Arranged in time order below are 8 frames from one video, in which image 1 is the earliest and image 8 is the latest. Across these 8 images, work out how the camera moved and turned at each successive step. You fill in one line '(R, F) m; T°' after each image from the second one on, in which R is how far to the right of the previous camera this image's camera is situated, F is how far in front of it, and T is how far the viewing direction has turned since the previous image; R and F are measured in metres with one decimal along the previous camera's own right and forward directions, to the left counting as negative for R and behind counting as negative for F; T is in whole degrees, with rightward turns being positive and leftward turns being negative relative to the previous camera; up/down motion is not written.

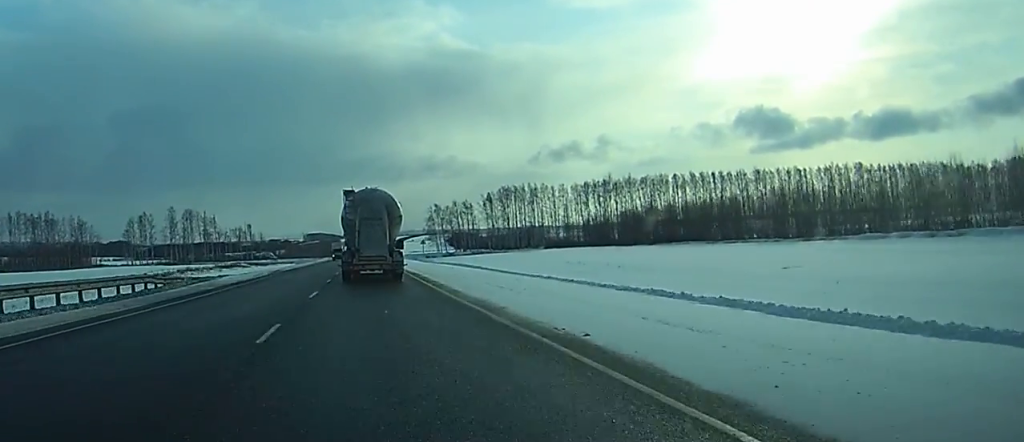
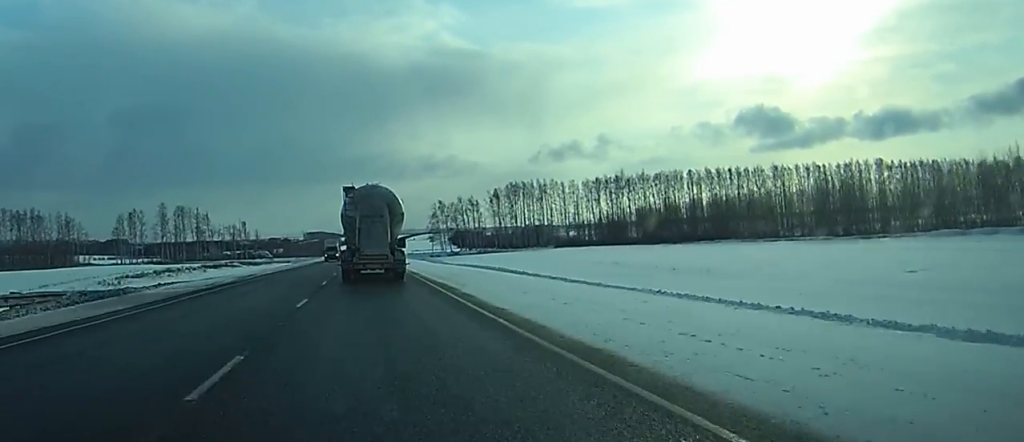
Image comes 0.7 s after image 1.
(0.0, +16.6) m; 0°
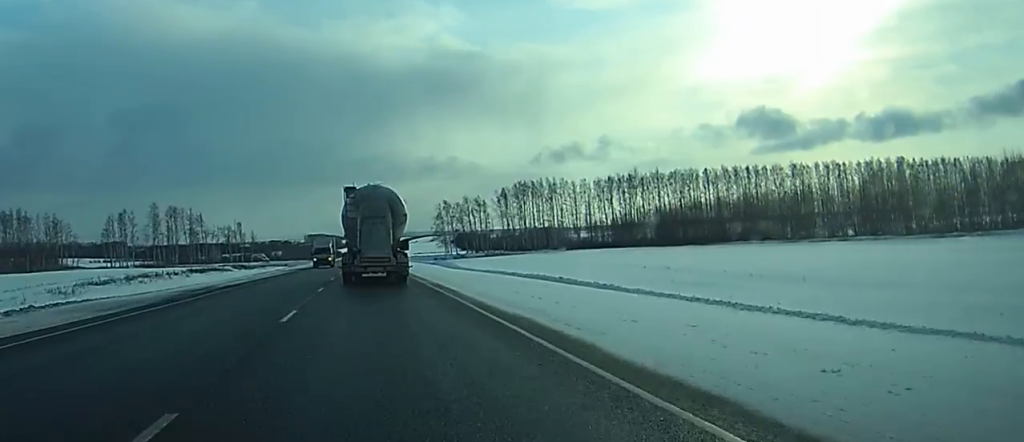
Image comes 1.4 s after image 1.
(+0.1, +15.8) m; 0°
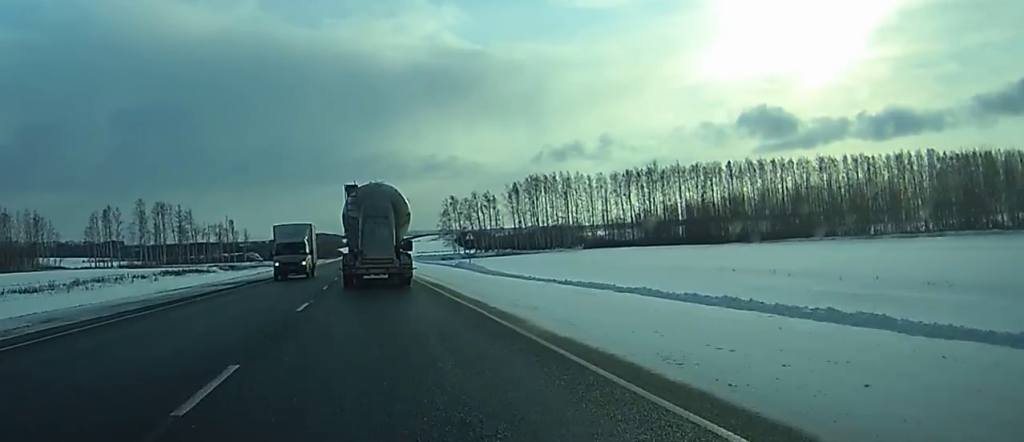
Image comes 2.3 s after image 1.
(0.0, +21.2) m; 0°
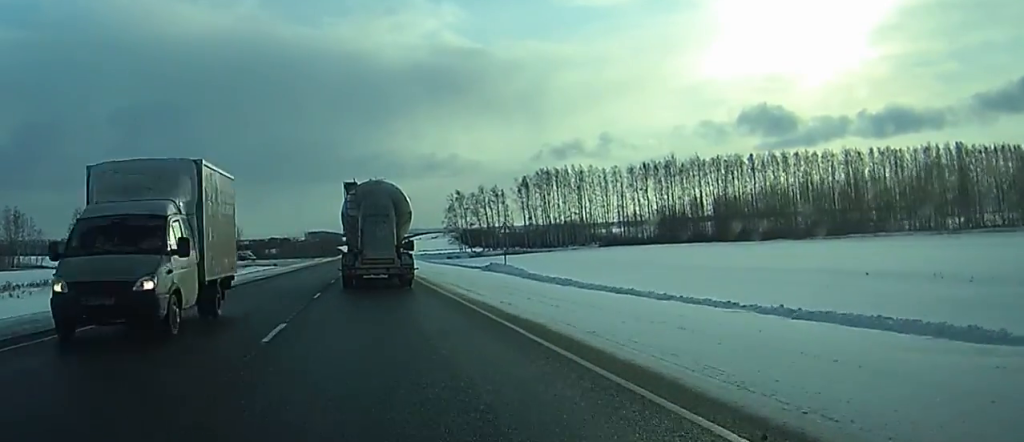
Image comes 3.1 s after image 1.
(0.0, +18.7) m; 0°
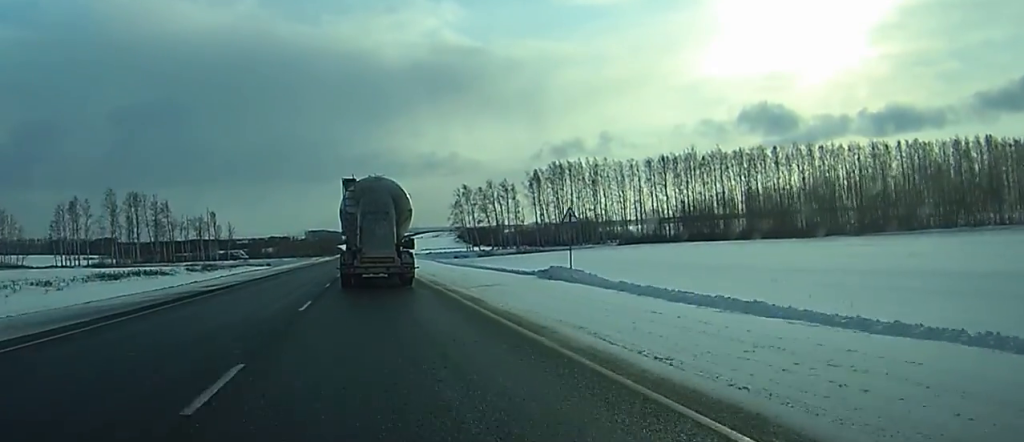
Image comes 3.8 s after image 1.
(0.0, +17.8) m; 0°
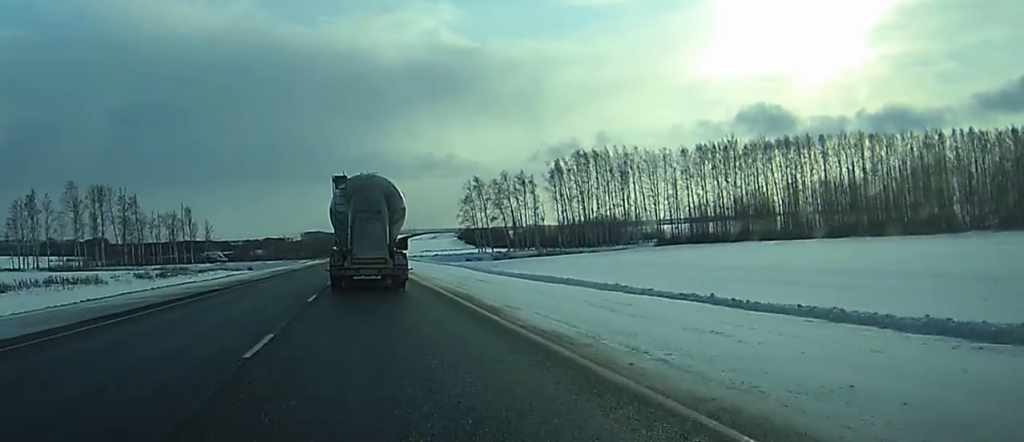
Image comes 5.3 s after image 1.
(+0.1, +32.8) m; 0°
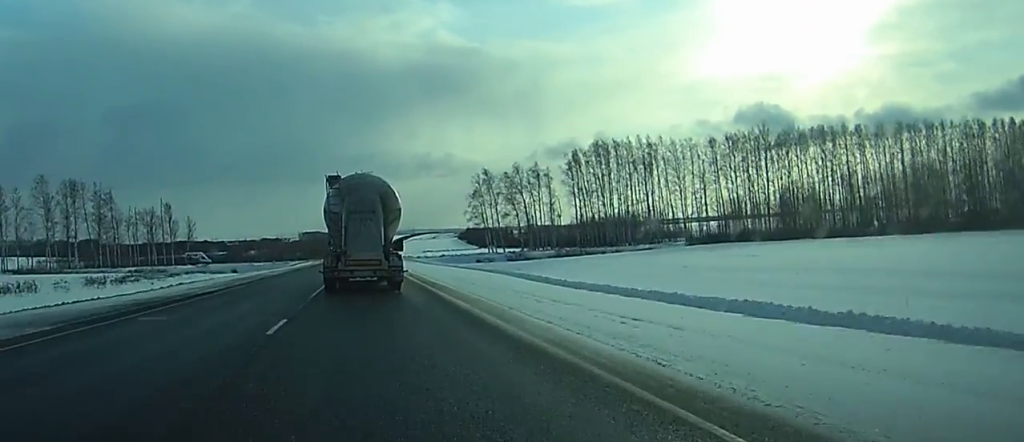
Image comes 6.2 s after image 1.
(-0.1, +21.0) m; 0°
